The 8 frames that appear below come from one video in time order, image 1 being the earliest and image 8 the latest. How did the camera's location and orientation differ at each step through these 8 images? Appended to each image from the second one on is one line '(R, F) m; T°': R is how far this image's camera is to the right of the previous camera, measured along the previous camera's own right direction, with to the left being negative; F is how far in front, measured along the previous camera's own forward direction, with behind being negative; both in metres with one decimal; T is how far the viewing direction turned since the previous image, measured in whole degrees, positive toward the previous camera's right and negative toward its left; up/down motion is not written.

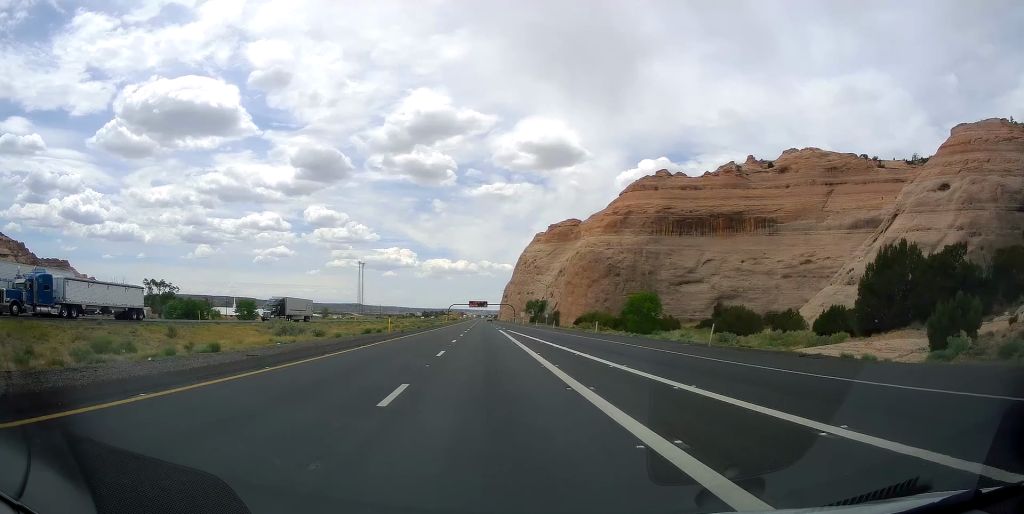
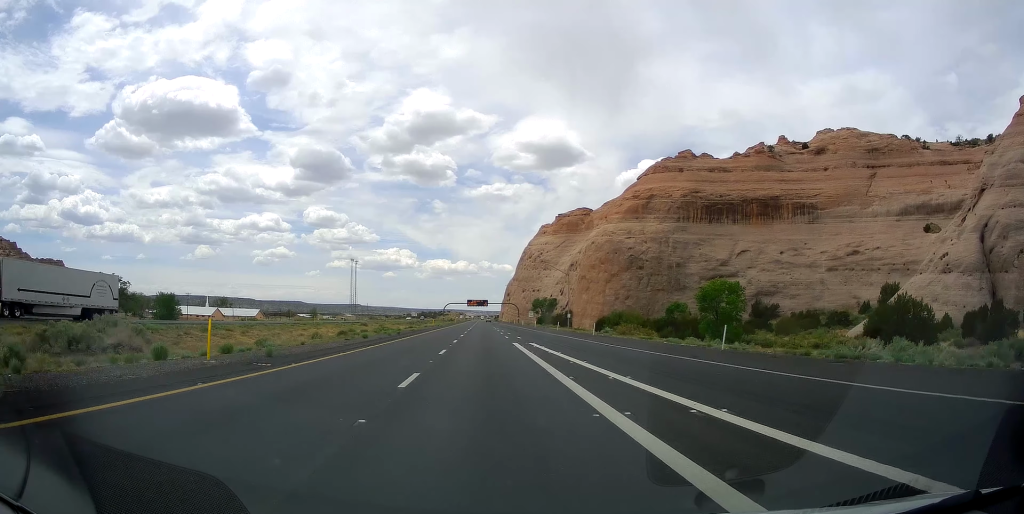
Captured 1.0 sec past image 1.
(+0.1, +33.7) m; 0°
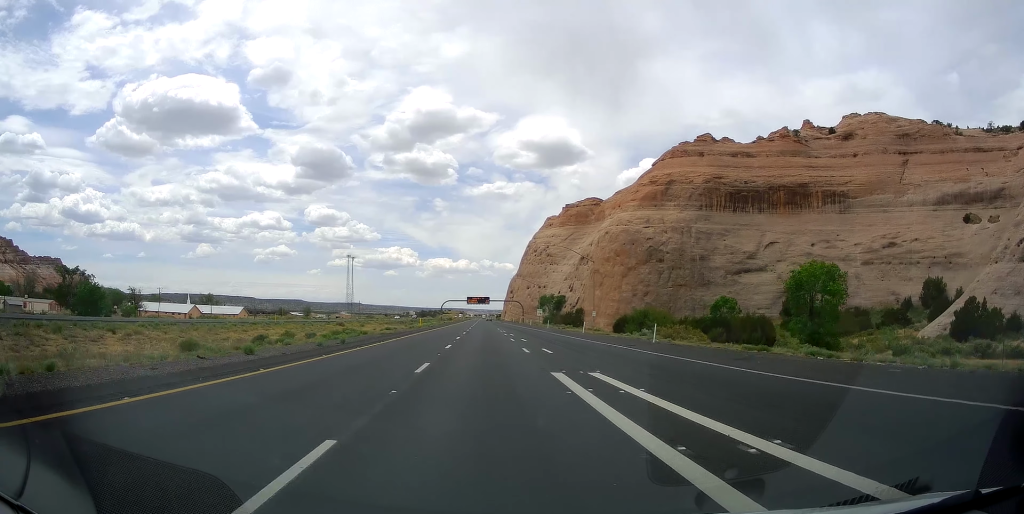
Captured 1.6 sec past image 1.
(-0.1, +20.9) m; 0°
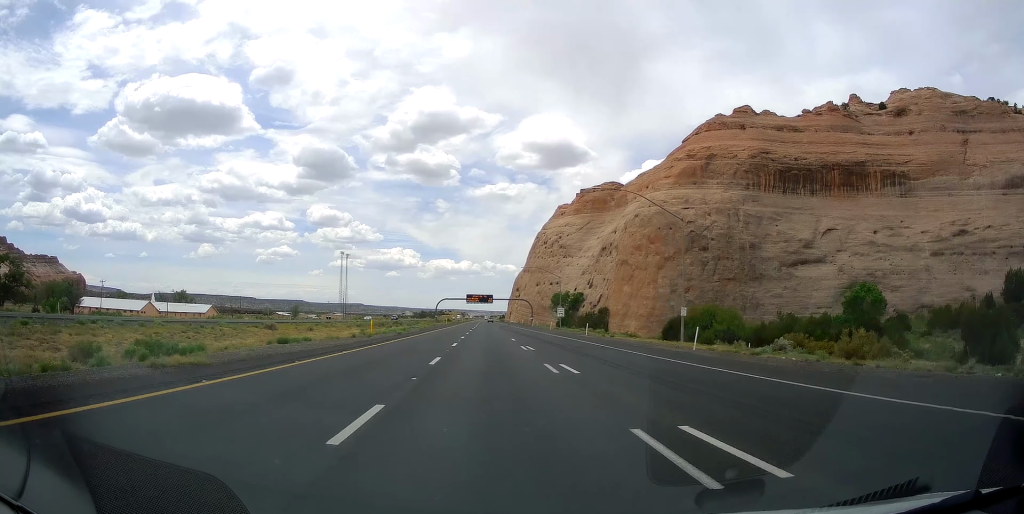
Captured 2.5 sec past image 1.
(-0.2, +33.8) m; +1°
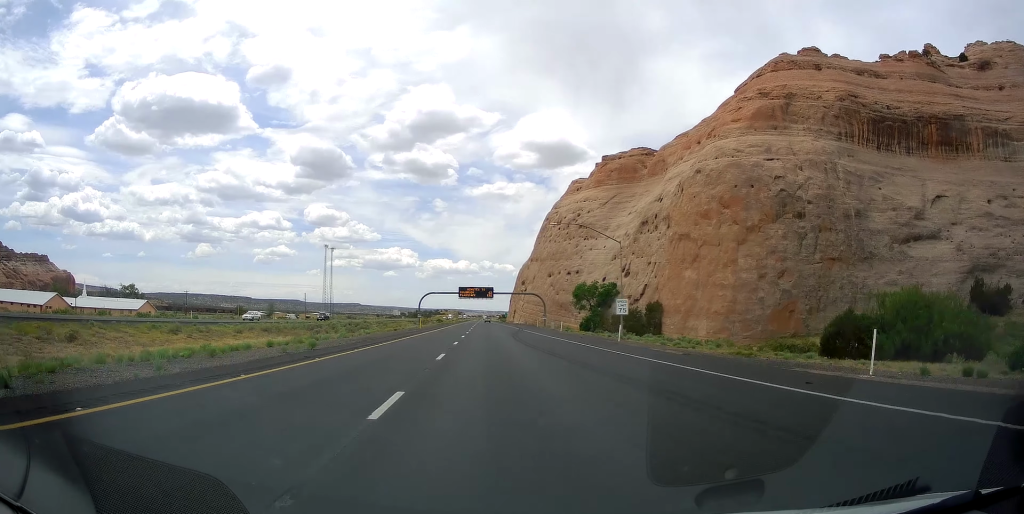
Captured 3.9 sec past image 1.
(+0.6, +46.7) m; 0°
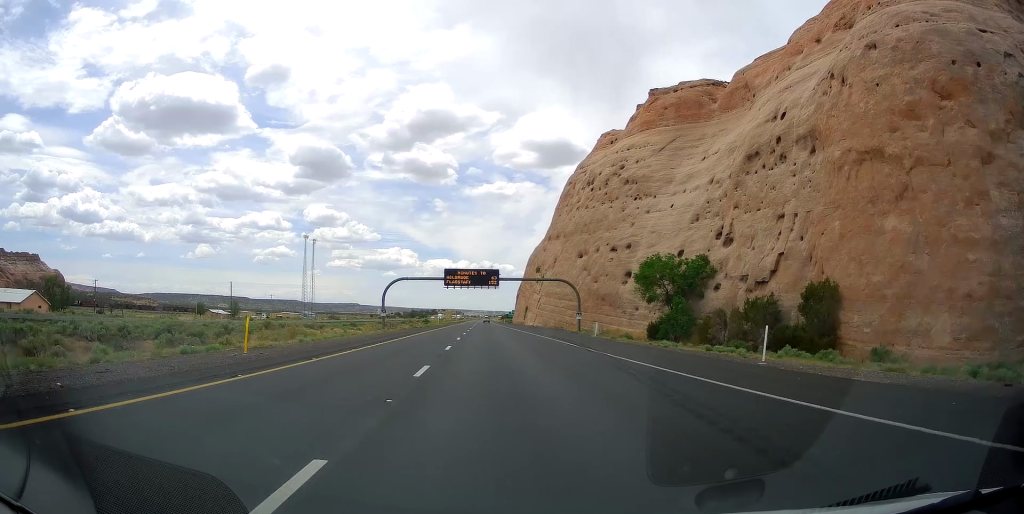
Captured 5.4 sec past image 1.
(-0.8, +54.9) m; -1°
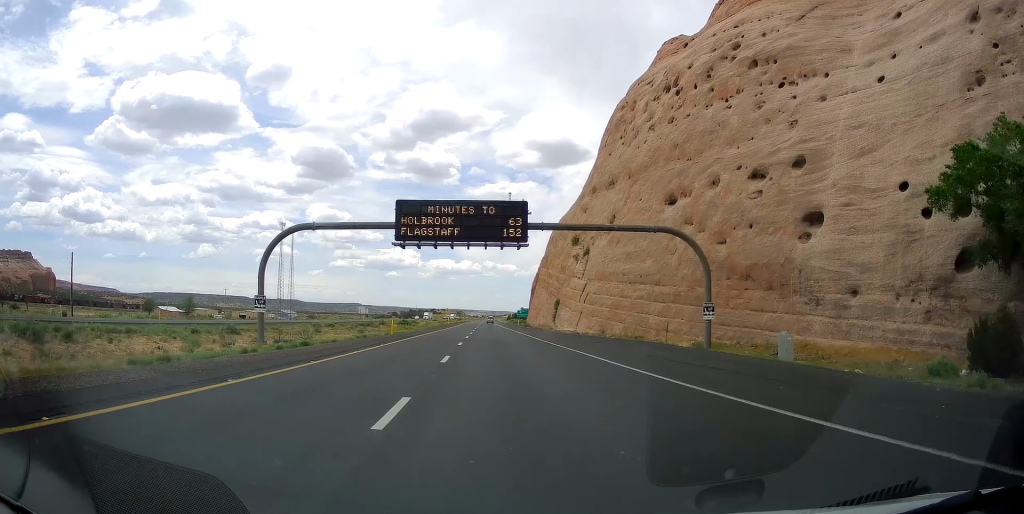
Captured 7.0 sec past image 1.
(+0.5, +56.0) m; 0°
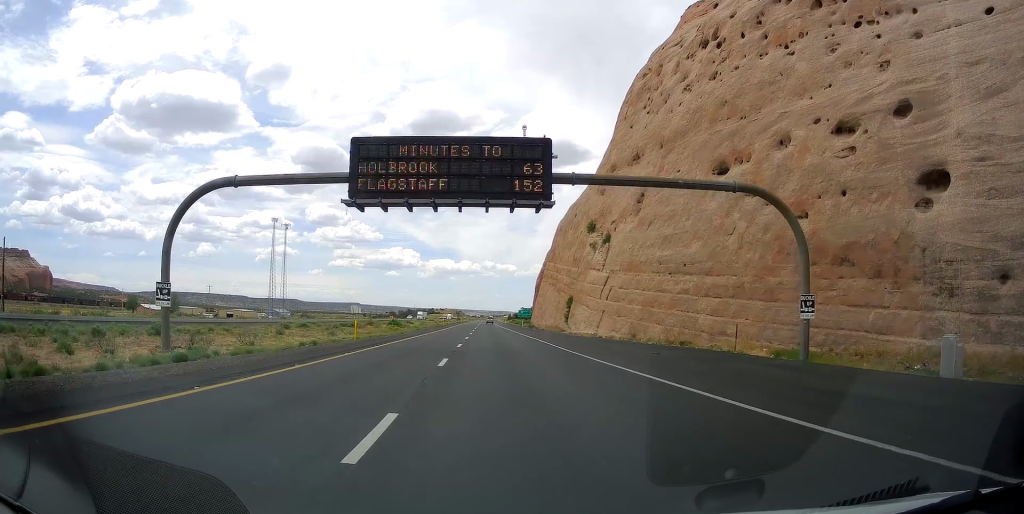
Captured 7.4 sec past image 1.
(0.0, +13.9) m; 0°
